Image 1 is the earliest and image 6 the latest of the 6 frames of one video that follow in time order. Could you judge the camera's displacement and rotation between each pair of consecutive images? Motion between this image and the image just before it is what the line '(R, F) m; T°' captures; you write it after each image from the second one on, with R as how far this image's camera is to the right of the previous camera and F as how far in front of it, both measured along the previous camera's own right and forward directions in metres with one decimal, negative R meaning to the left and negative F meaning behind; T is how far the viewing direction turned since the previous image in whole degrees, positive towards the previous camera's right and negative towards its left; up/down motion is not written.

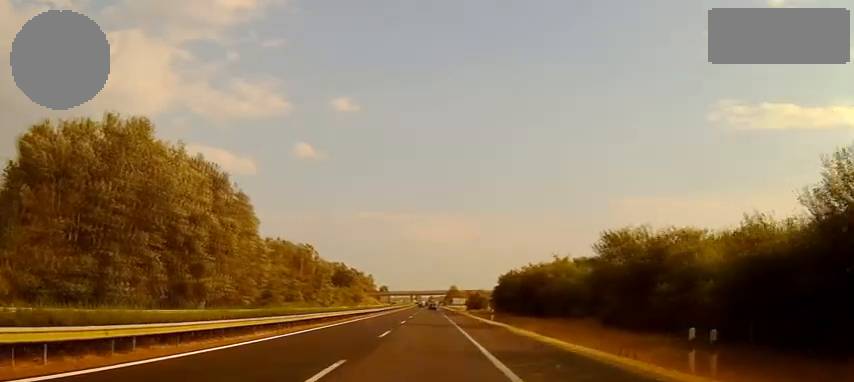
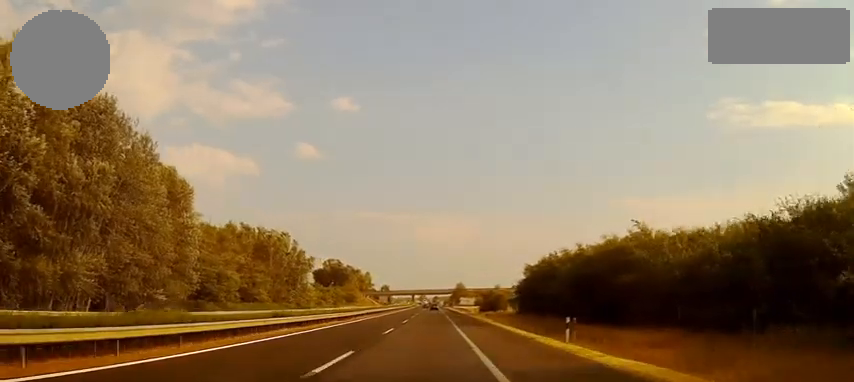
(+0.1, +32.1) m; 0°
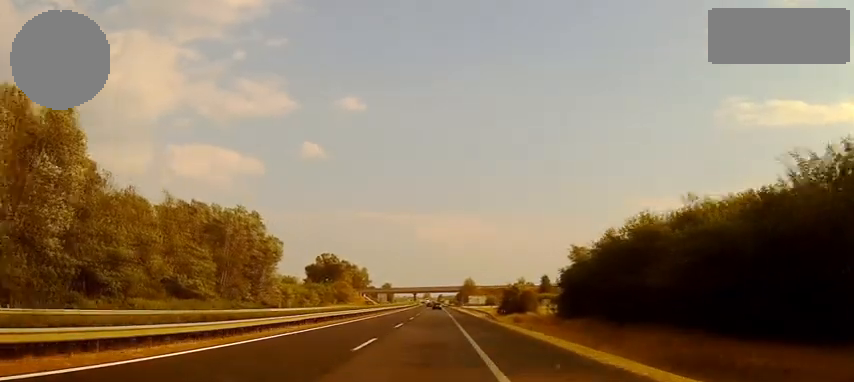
(-0.1, +29.0) m; -1°
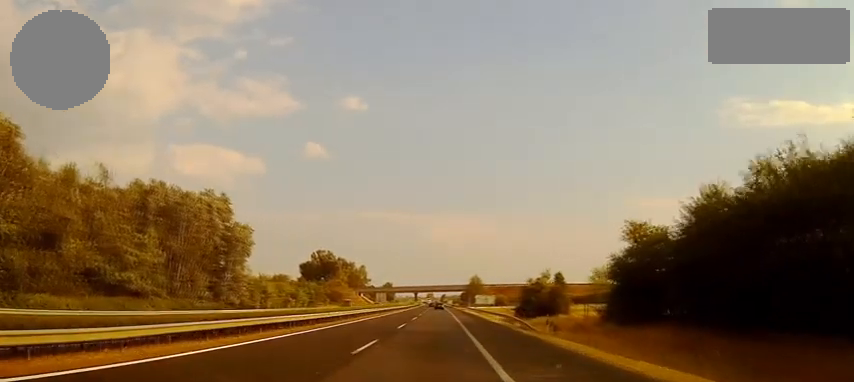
(-0.1, +18.2) m; 0°
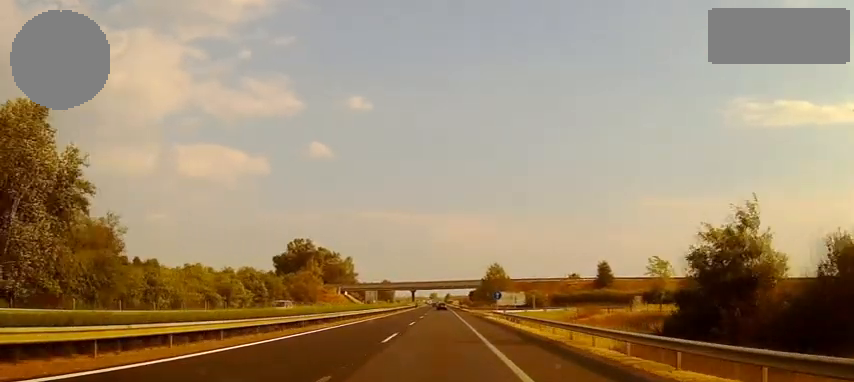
(-0.2, +48.1) m; -1°
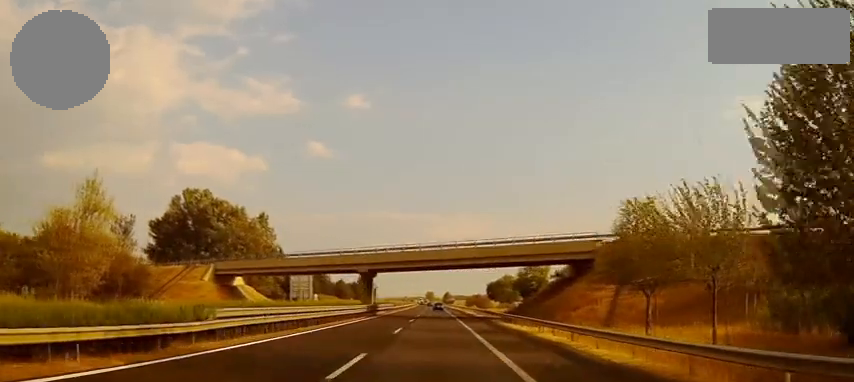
(+0.2, +101.2) m; 0°
